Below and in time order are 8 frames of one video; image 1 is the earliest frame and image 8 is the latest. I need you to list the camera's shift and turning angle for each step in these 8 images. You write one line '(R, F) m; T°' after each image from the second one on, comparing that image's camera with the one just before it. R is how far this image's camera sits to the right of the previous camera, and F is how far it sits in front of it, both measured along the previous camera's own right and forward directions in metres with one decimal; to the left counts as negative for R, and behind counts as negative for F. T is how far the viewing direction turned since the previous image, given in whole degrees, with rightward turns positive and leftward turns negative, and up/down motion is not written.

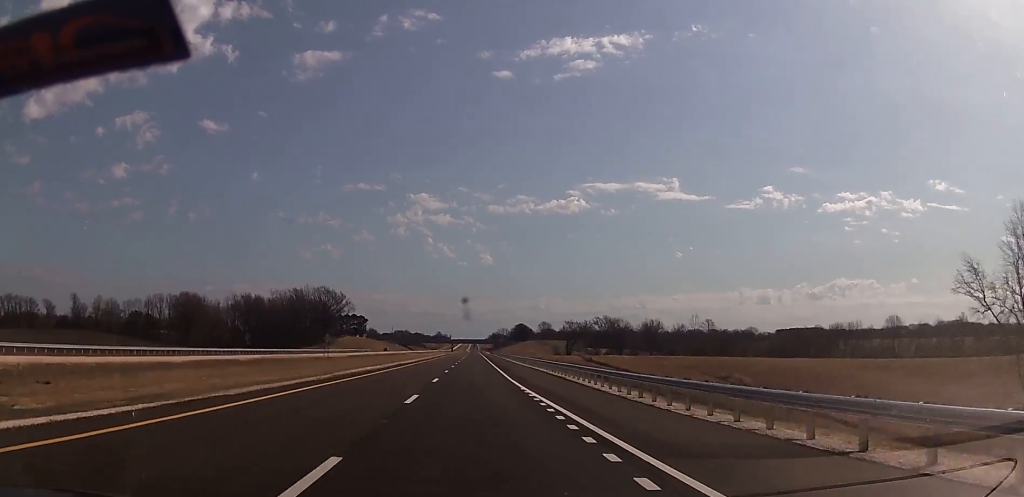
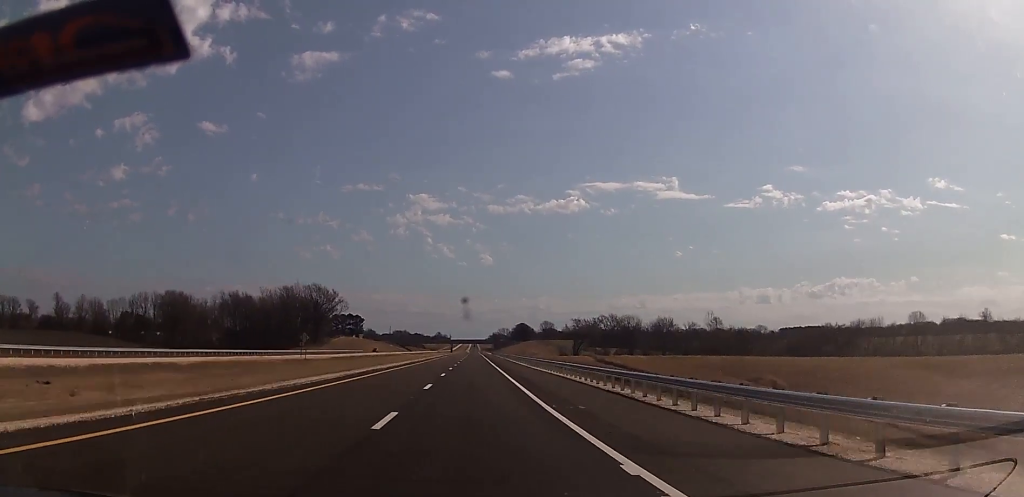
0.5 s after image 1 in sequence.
(0.0, +17.8) m; 0°
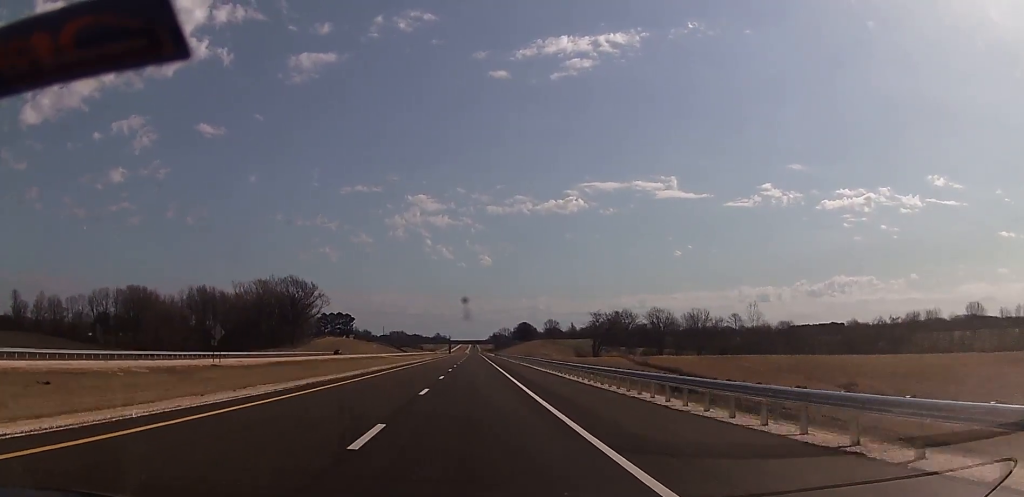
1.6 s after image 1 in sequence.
(0.0, +39.1) m; 0°
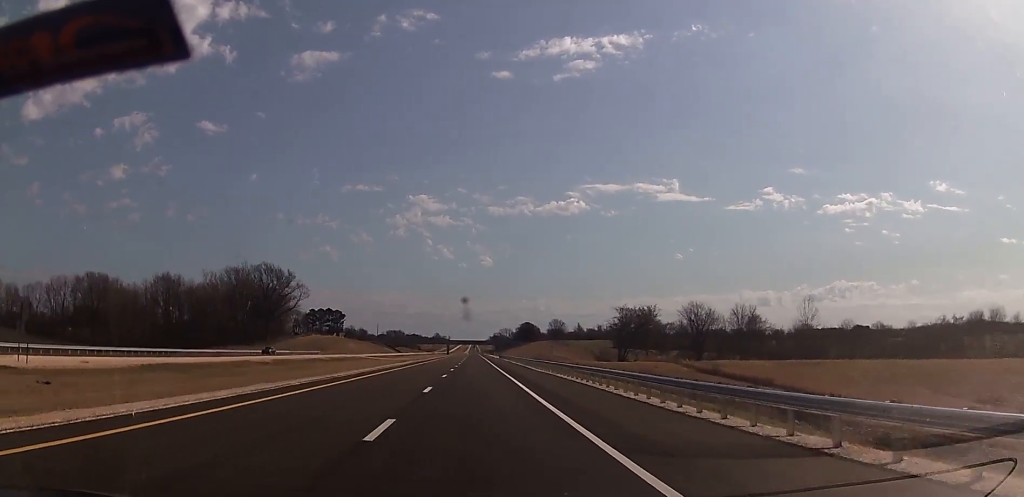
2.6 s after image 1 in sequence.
(0.0, +35.6) m; 0°
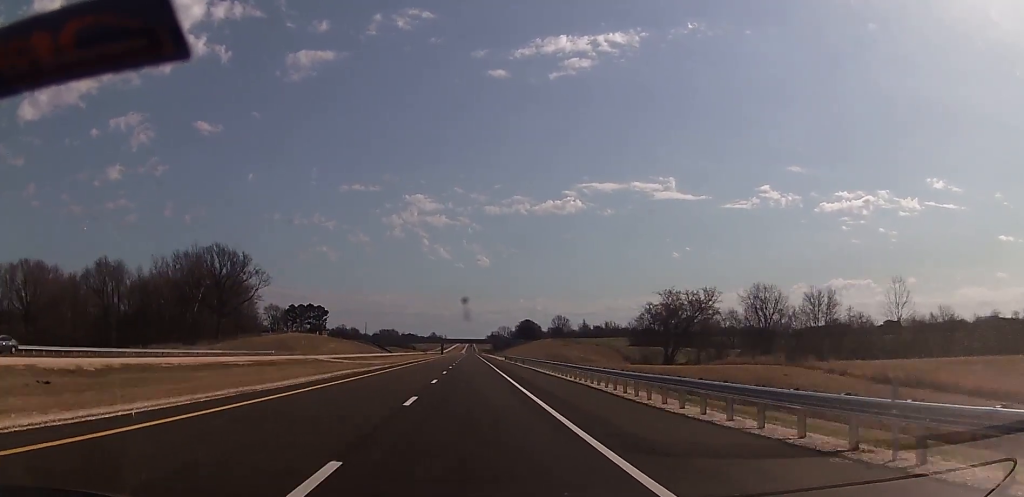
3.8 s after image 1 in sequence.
(0.0, +42.7) m; 0°
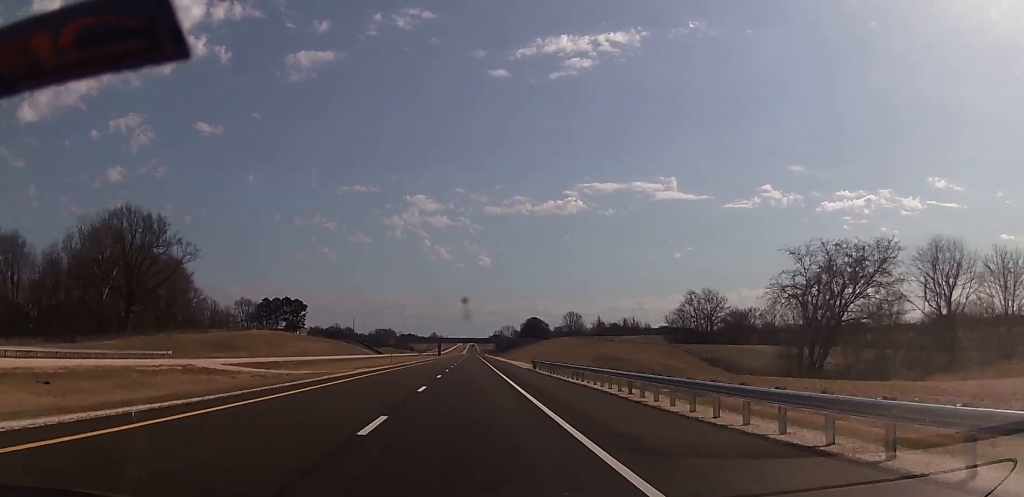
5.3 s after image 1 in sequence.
(+0.7, +54.6) m; 0°
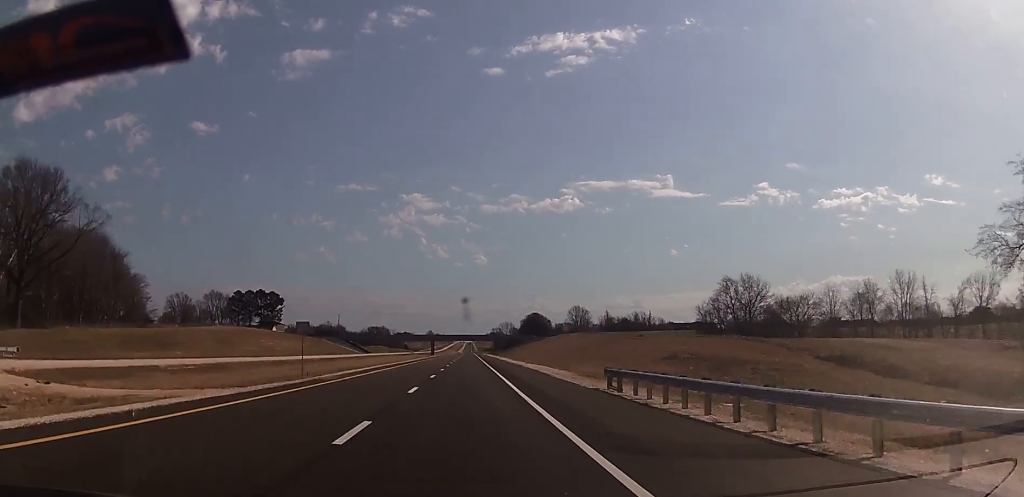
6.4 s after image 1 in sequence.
(-0.5, +38.0) m; -1°
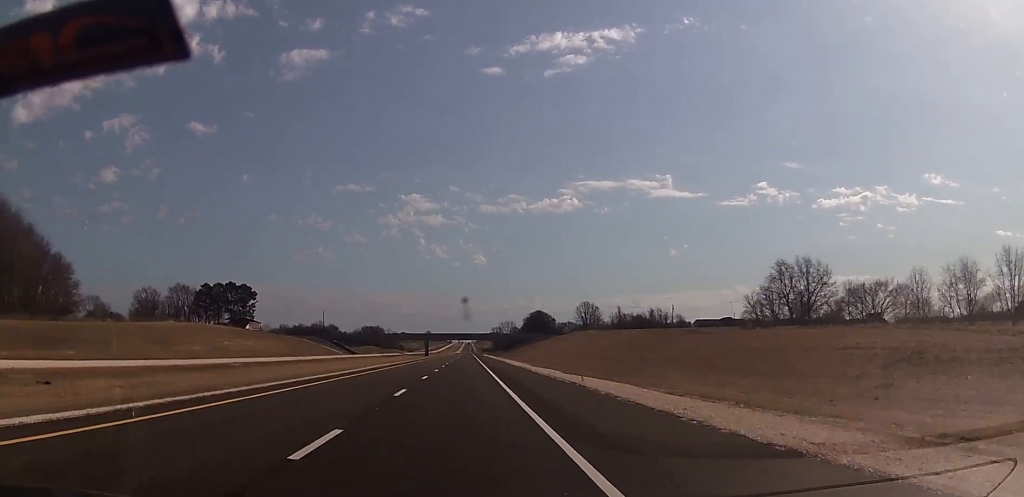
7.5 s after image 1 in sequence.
(0.0, +37.9) m; 0°
